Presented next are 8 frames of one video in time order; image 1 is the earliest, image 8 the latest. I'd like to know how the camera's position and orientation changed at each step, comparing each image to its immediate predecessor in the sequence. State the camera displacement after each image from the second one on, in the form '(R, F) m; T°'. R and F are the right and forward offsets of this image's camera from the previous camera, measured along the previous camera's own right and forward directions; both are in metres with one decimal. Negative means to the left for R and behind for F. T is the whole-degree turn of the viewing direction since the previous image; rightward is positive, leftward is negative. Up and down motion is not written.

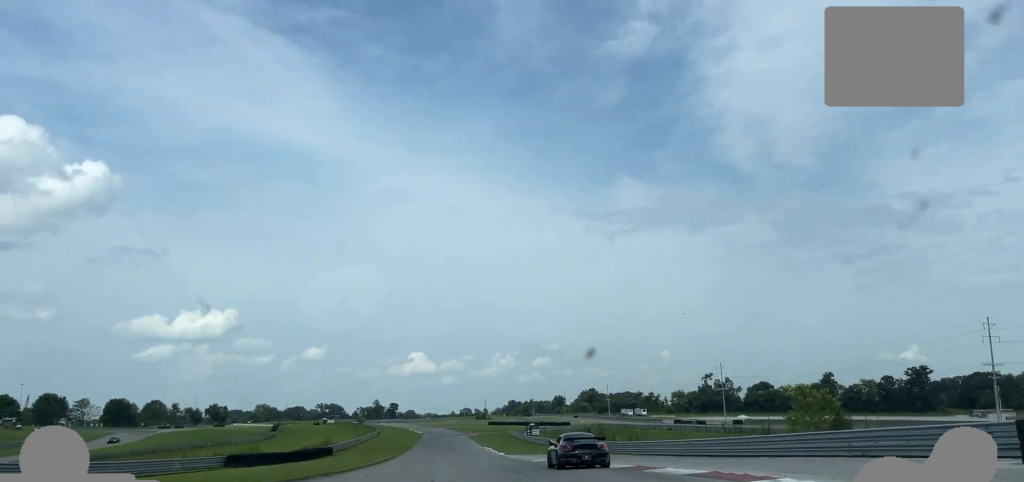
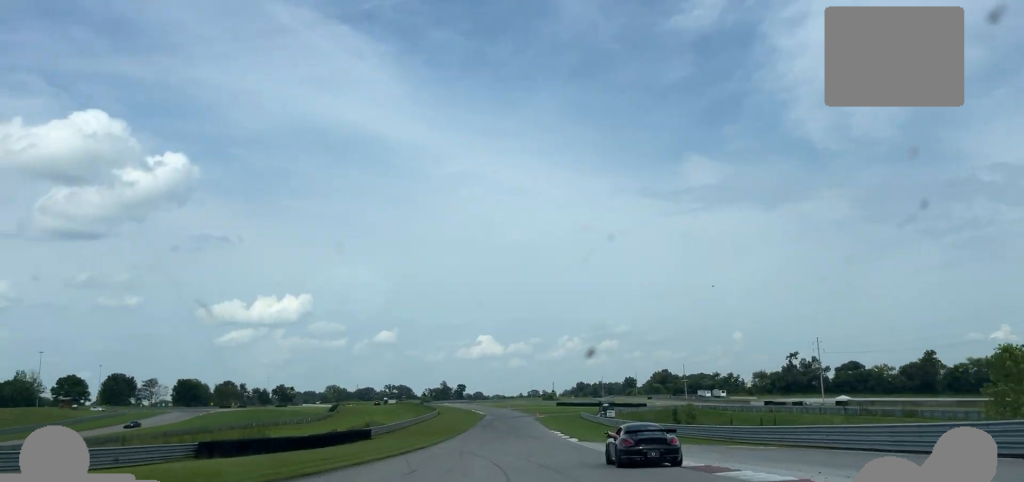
(-1.4, +18.8) m; -4°
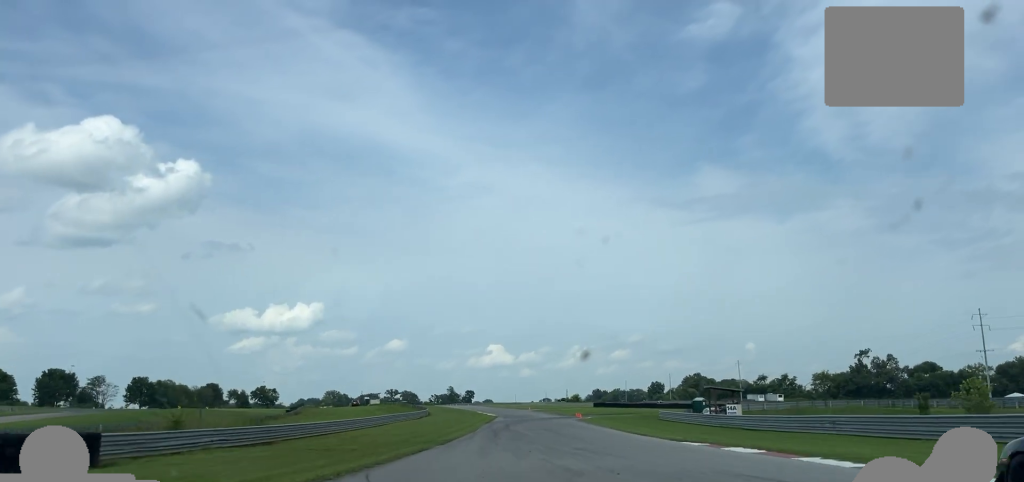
(-4.0, +60.9) m; -3°
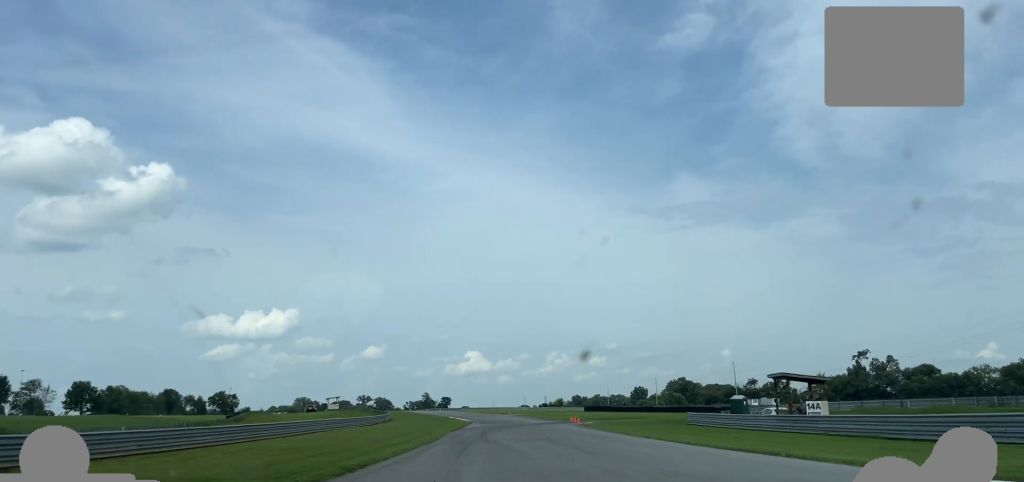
(+0.5, +22.7) m; +1°
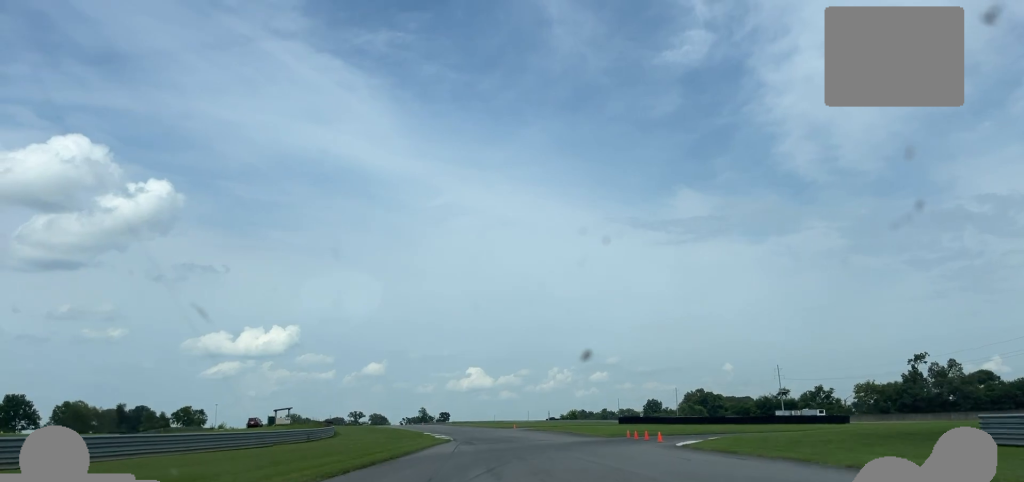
(+0.3, +40.6) m; -1°
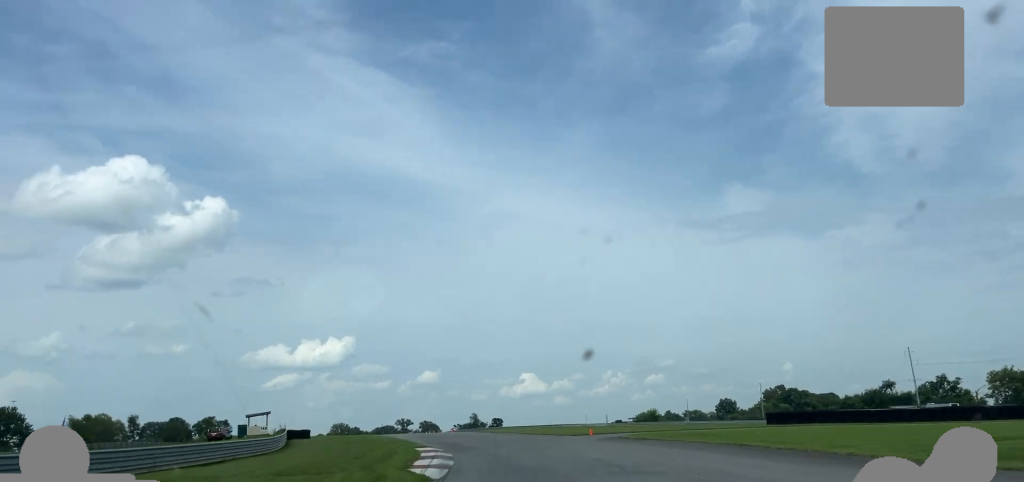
(-0.6, +40.5) m; -3°
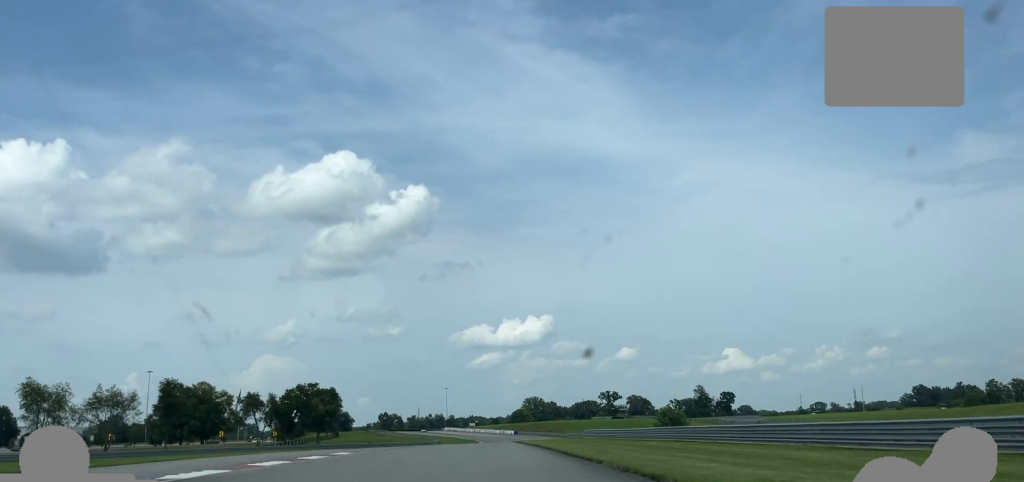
(-18.1, +132.6) m; -13°
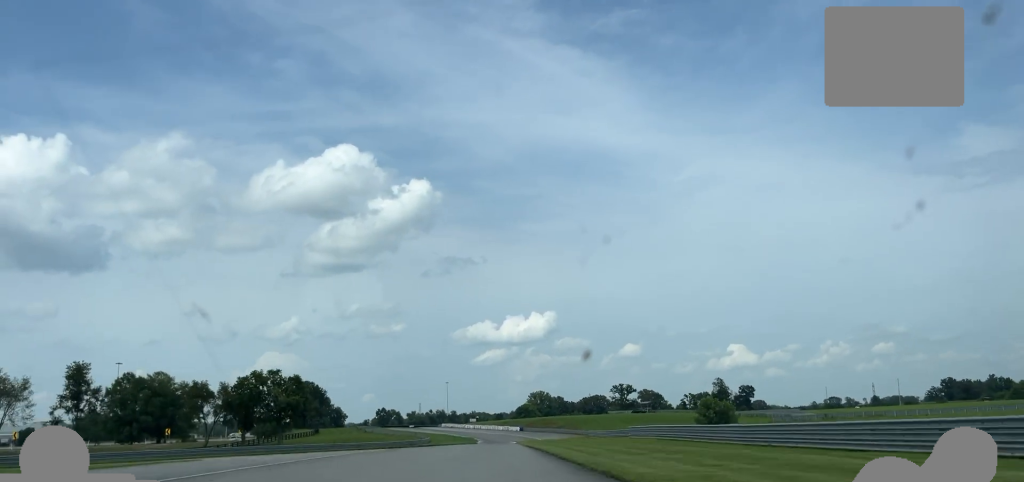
(-0.3, +34.1) m; -1°
